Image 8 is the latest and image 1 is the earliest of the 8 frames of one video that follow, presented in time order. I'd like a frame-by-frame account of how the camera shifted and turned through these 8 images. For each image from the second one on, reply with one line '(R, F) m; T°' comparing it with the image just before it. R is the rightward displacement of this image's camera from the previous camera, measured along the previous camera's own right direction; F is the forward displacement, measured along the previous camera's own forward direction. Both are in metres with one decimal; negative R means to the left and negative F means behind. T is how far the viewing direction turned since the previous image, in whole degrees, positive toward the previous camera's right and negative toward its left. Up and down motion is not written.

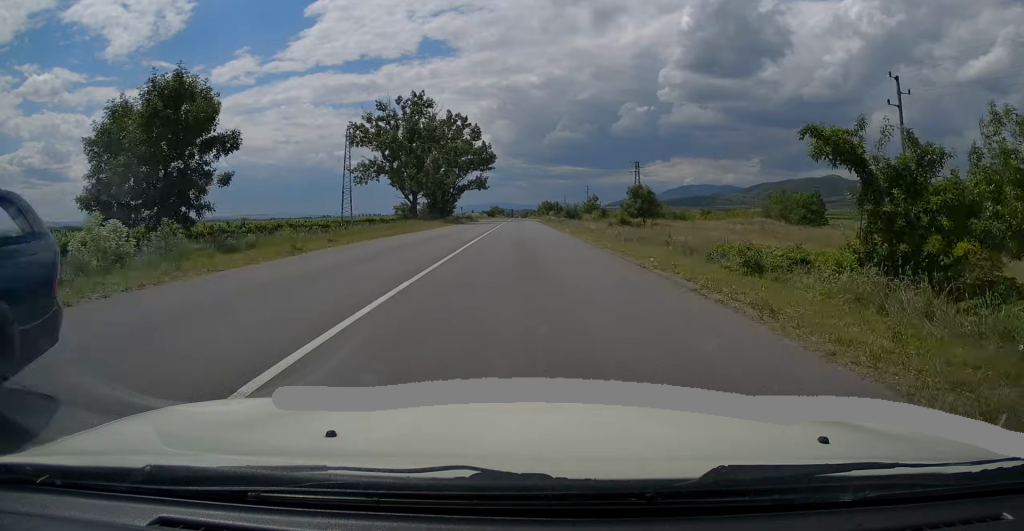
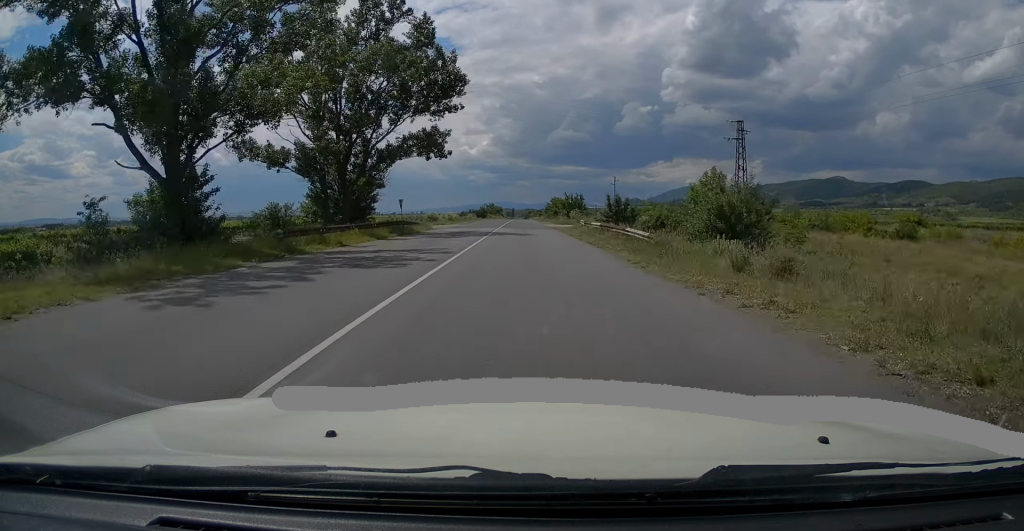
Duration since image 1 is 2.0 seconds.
(0.0, +51.1) m; 0°
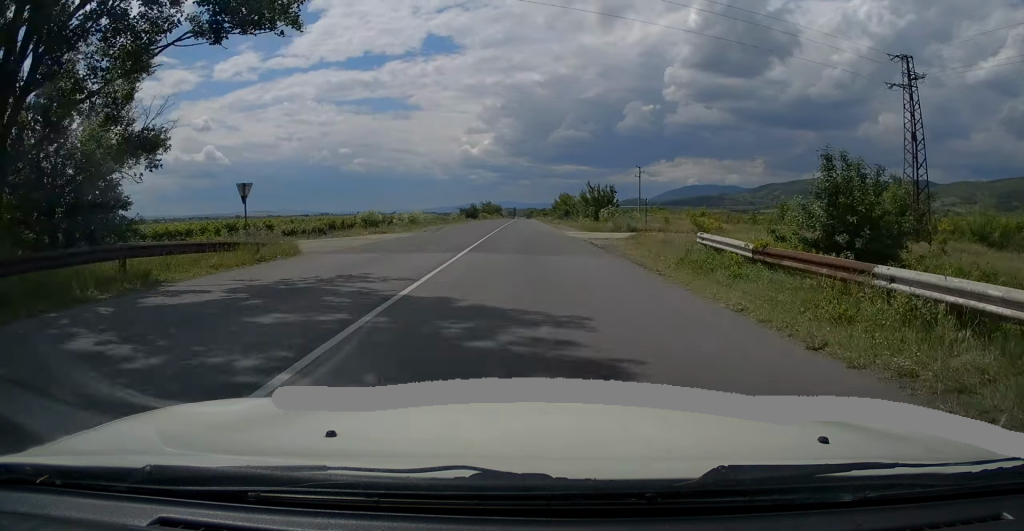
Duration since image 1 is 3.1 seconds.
(0.0, +27.4) m; 0°
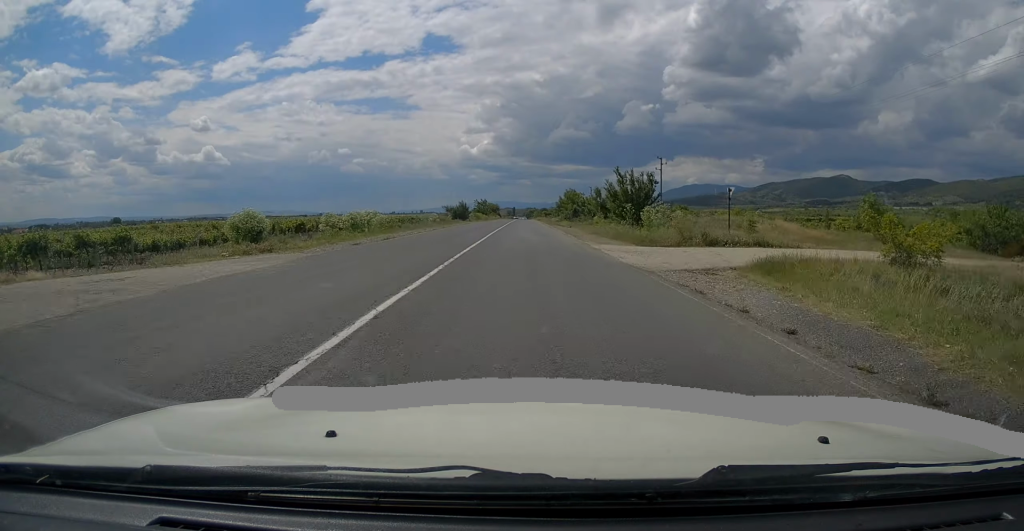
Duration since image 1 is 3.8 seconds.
(+0.1, +17.4) m; -1°
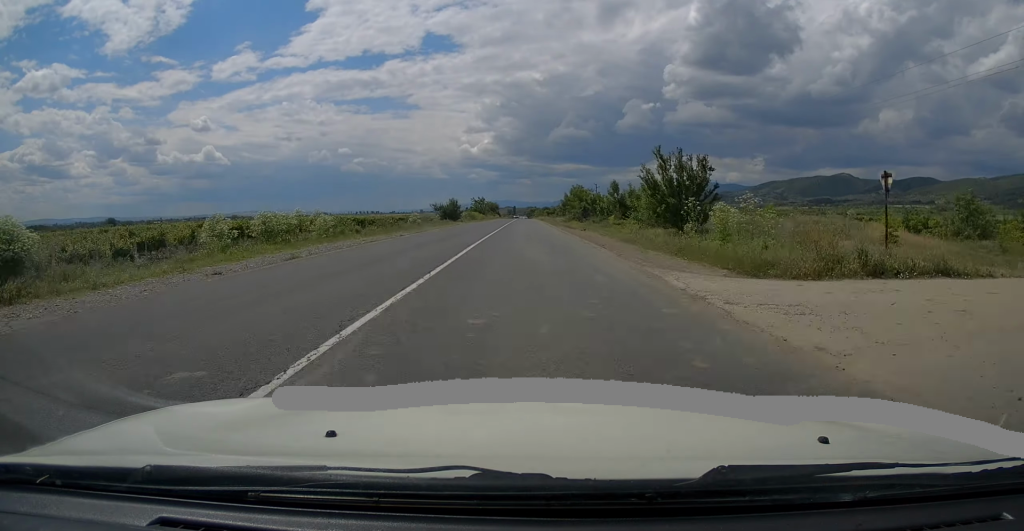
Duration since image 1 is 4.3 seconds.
(-0.2, +11.6) m; 0°
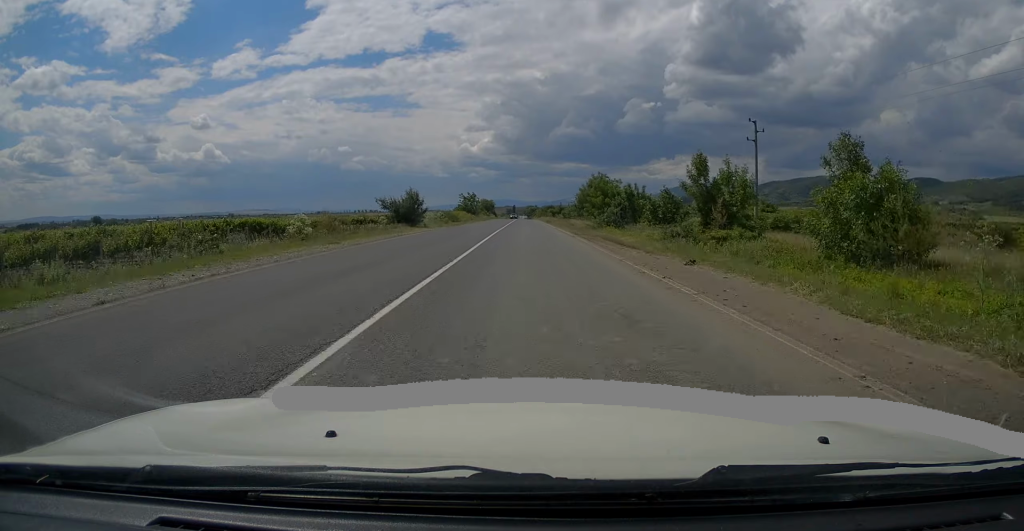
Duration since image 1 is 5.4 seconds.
(0.0, +26.5) m; 0°
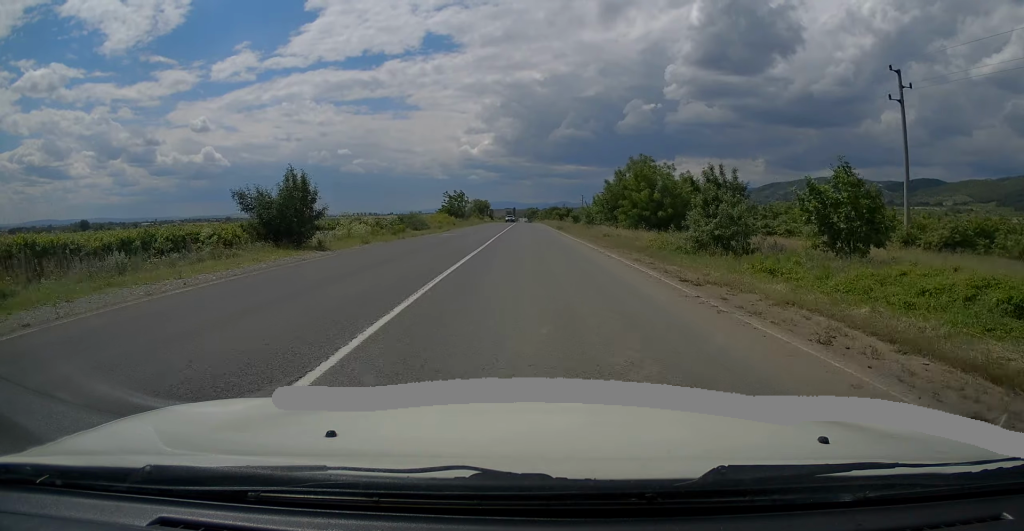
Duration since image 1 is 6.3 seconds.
(+0.2, +23.2) m; +1°
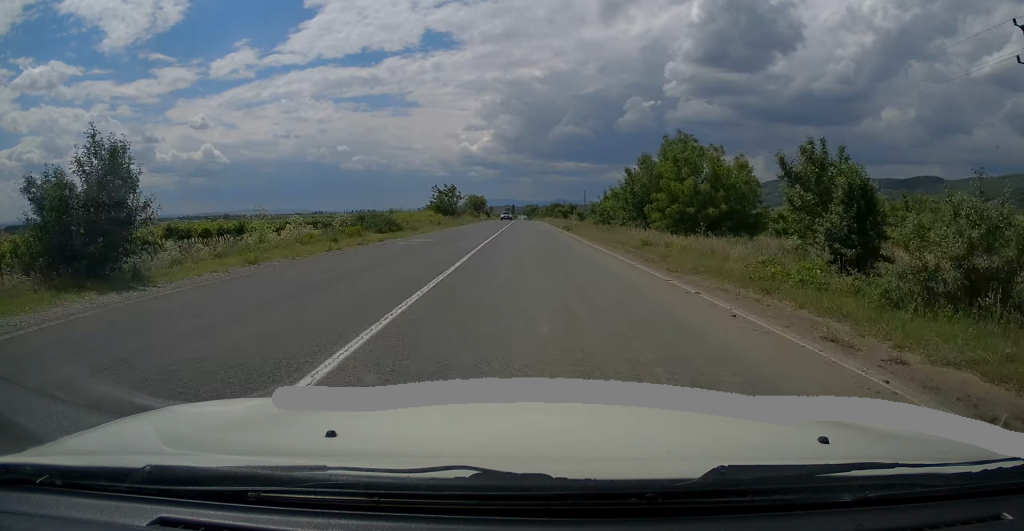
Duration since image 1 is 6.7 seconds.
(0.0, +10.7) m; 0°
